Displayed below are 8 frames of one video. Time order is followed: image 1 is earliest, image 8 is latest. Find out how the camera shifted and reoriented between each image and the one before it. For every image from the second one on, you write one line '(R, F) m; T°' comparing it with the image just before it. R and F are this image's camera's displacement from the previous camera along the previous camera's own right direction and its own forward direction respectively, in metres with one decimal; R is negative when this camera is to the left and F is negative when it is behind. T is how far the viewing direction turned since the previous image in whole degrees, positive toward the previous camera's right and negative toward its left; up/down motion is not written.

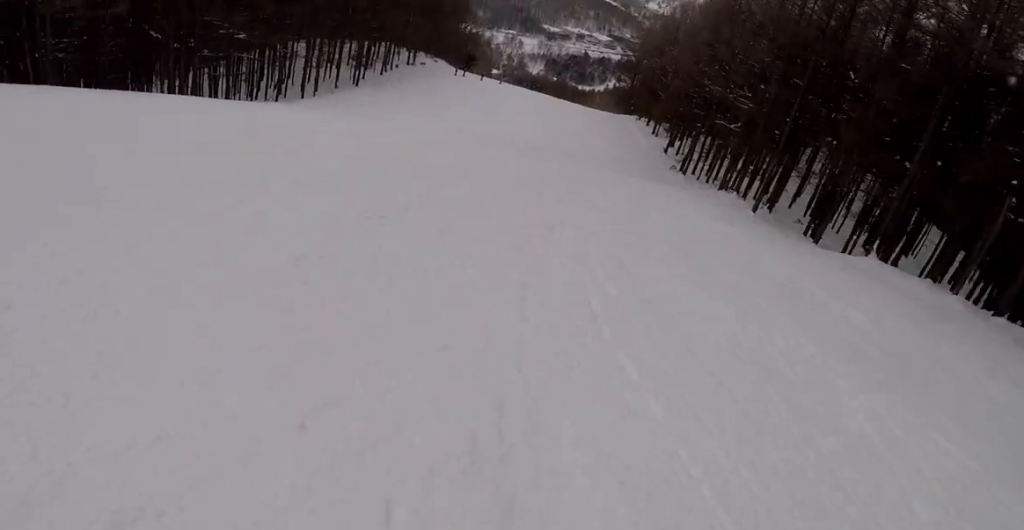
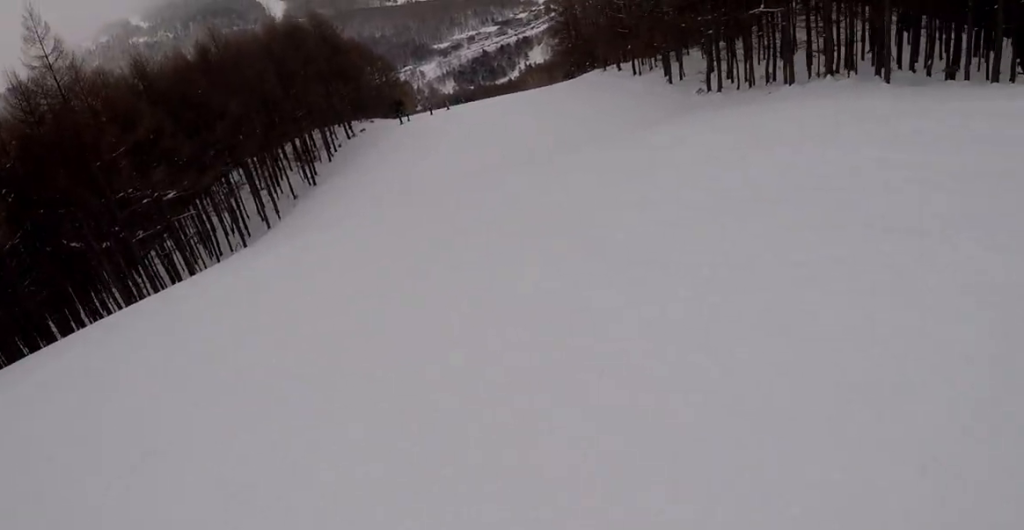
(-1.1, +11.9) m; +12°
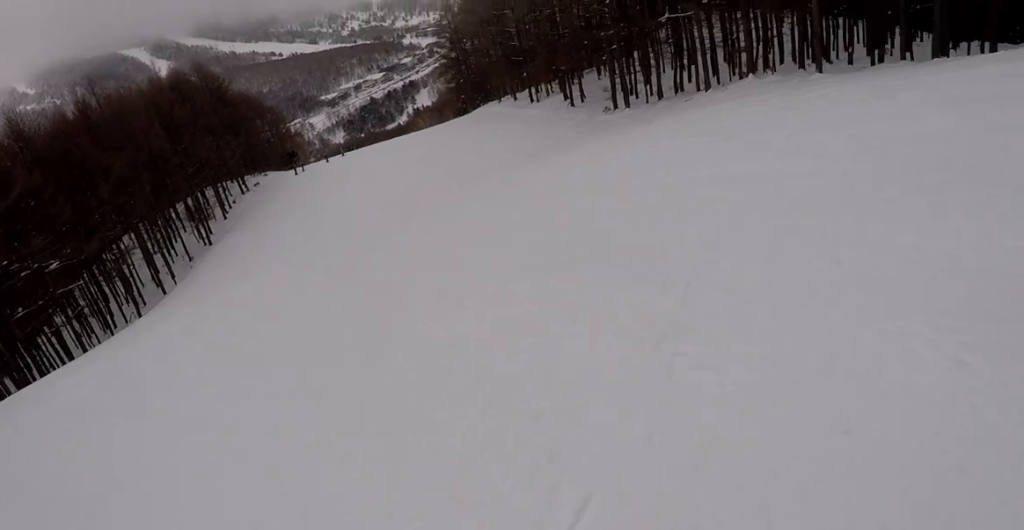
(+0.3, +3.5) m; +8°
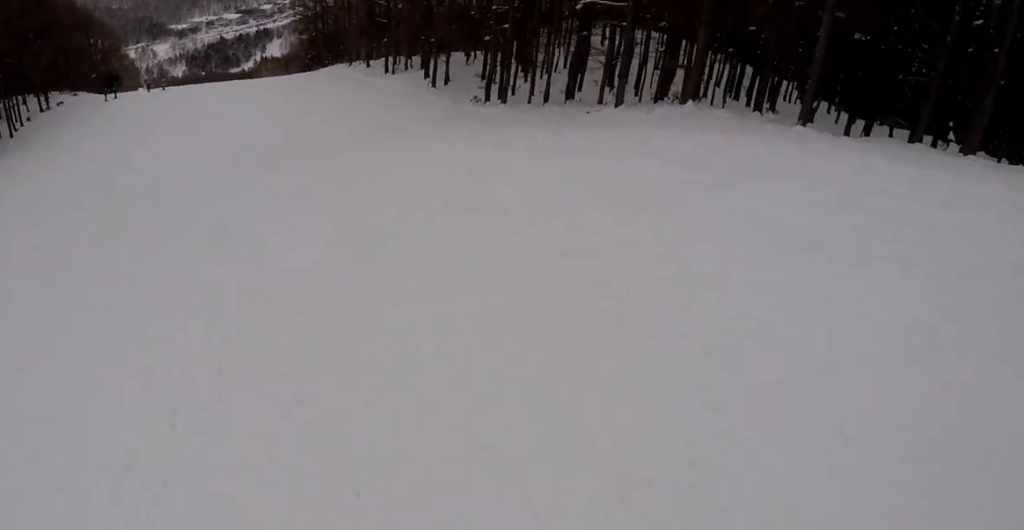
(+2.0, +10.1) m; +7°
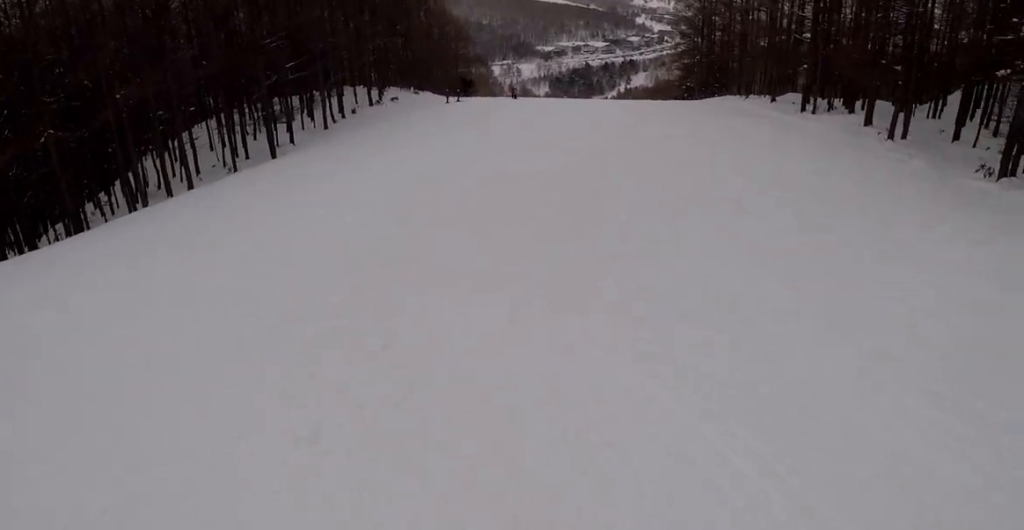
(-7.3, +17.0) m; -27°
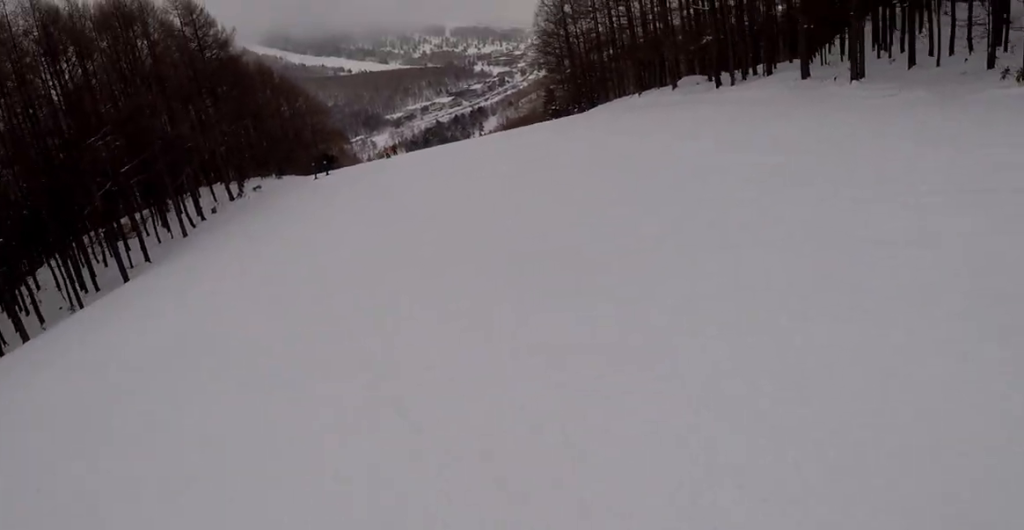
(+1.4, +8.8) m; +20°
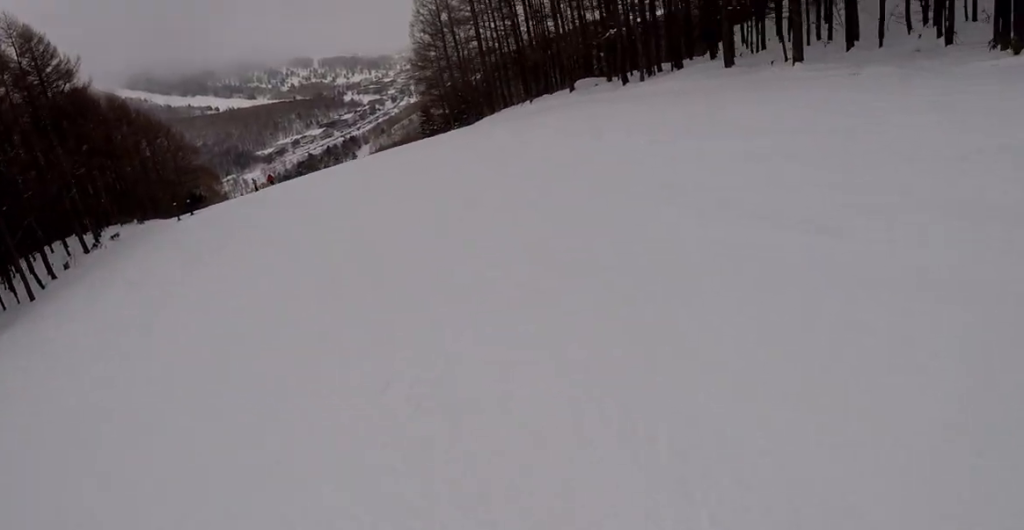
(+1.0, +5.0) m; +9°
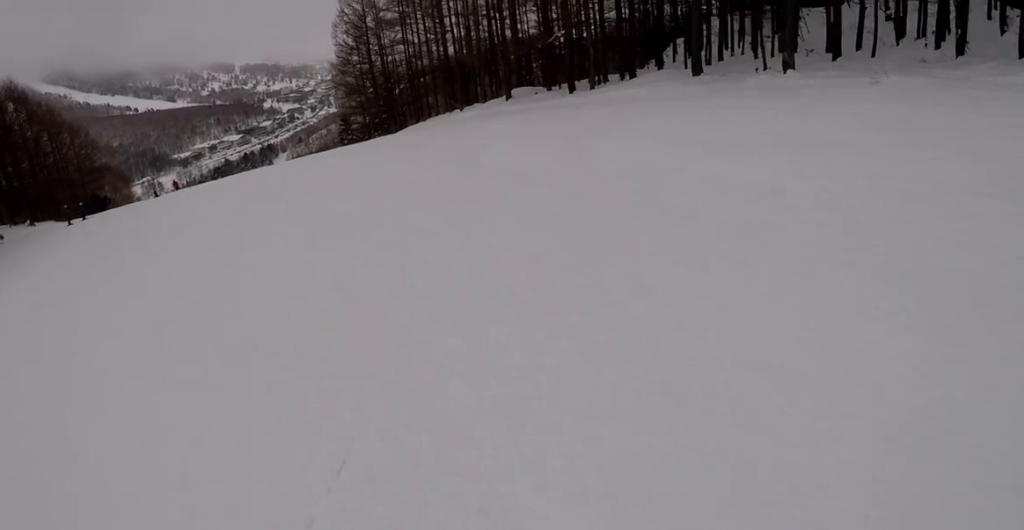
(+0.4, +5.0) m; +7°
